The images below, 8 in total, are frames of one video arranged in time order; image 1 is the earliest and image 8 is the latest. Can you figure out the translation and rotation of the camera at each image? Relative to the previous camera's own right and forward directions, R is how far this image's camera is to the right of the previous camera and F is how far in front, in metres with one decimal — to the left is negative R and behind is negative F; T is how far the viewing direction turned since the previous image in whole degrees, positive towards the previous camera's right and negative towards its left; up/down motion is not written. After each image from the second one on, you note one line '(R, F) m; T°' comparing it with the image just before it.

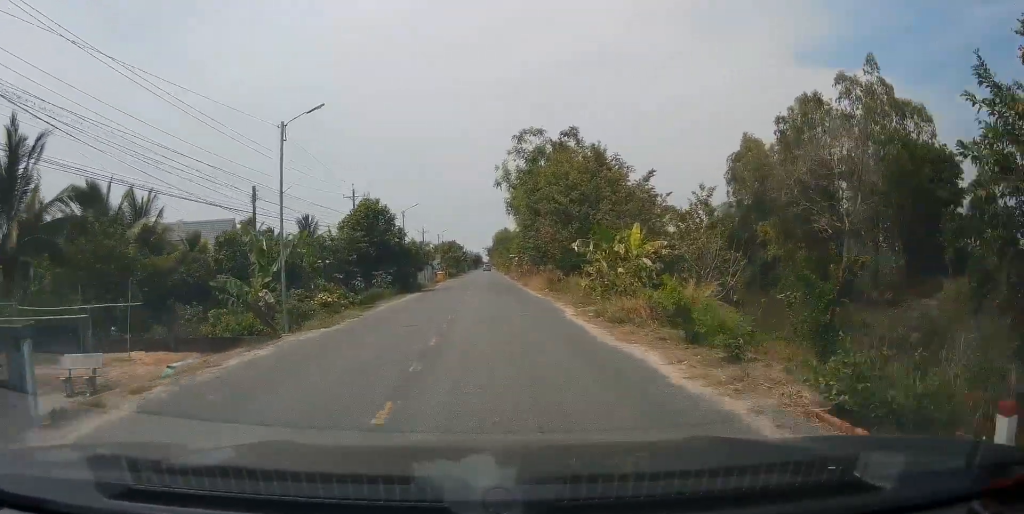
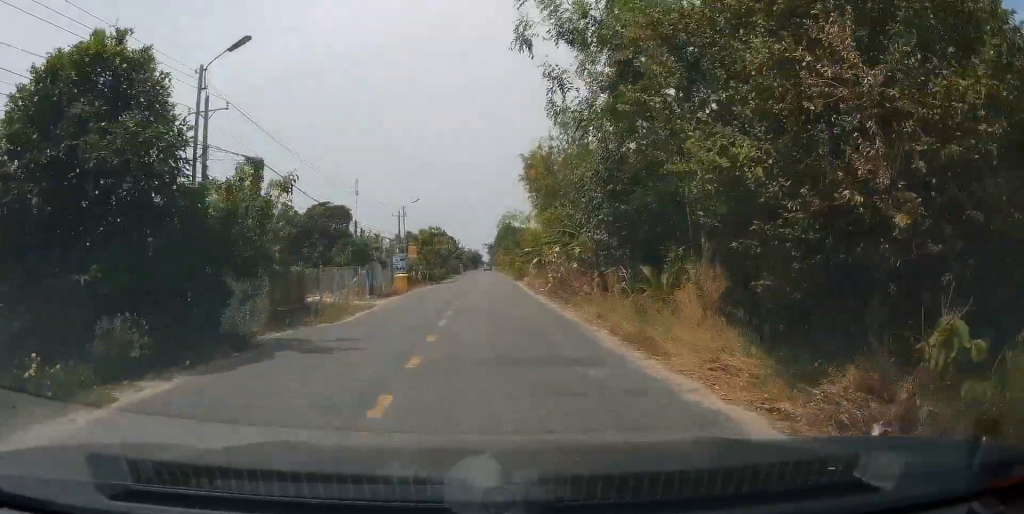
(-0.4, +33.1) m; -1°
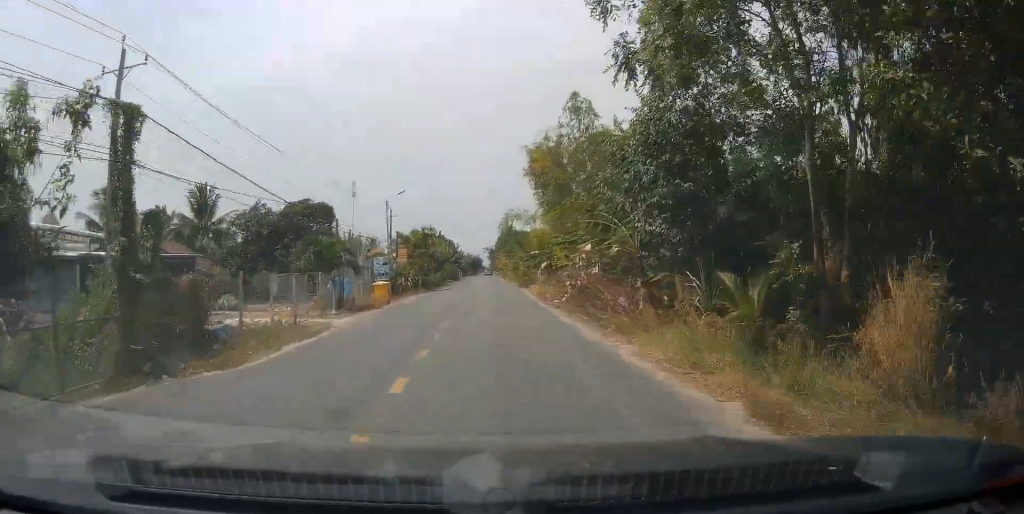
(0.0, +7.3) m; 0°
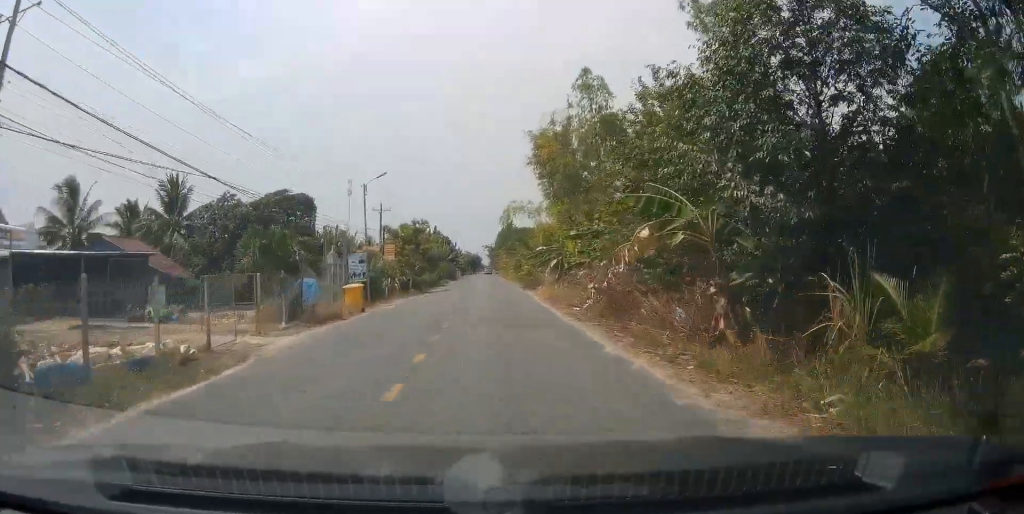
(0.0, +6.8) m; +1°
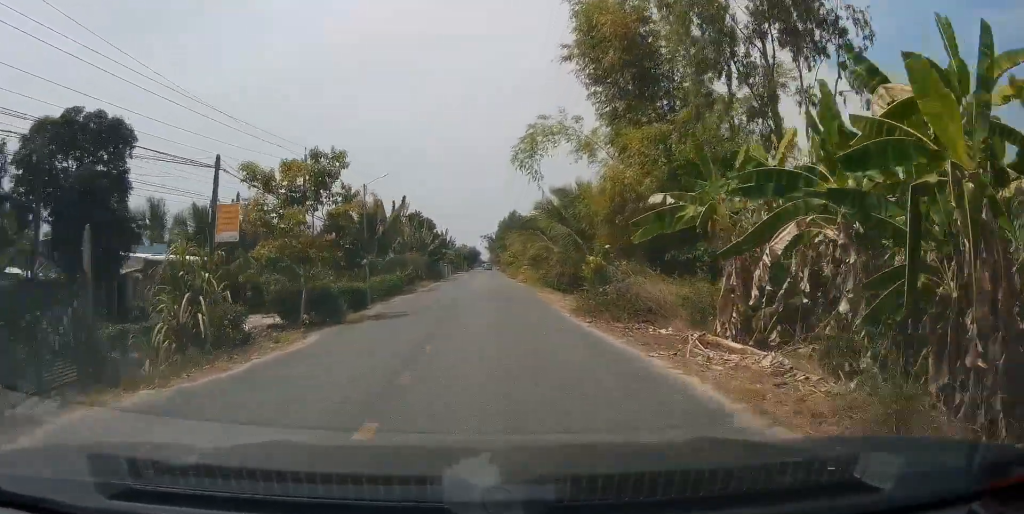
(+0.1, +29.2) m; -1°
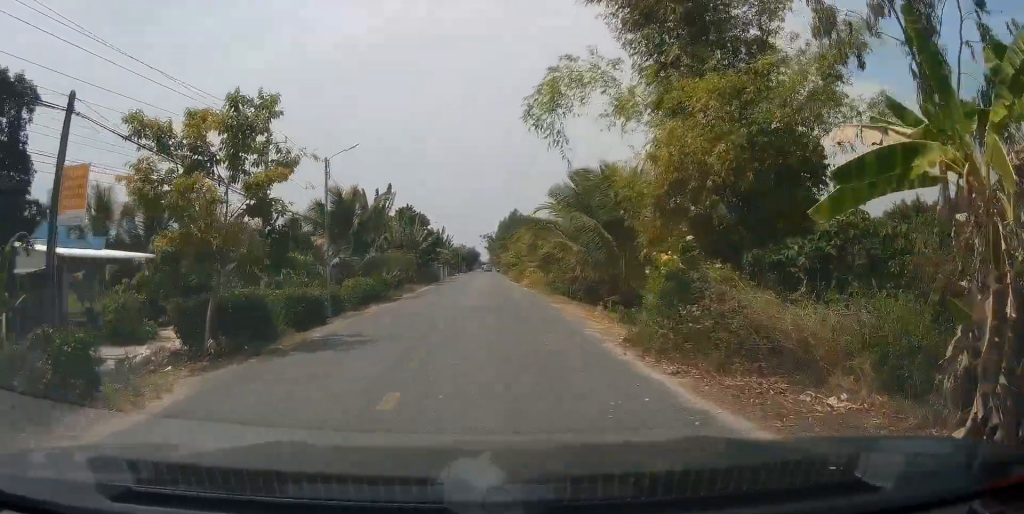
(-0.3, +7.4) m; -1°
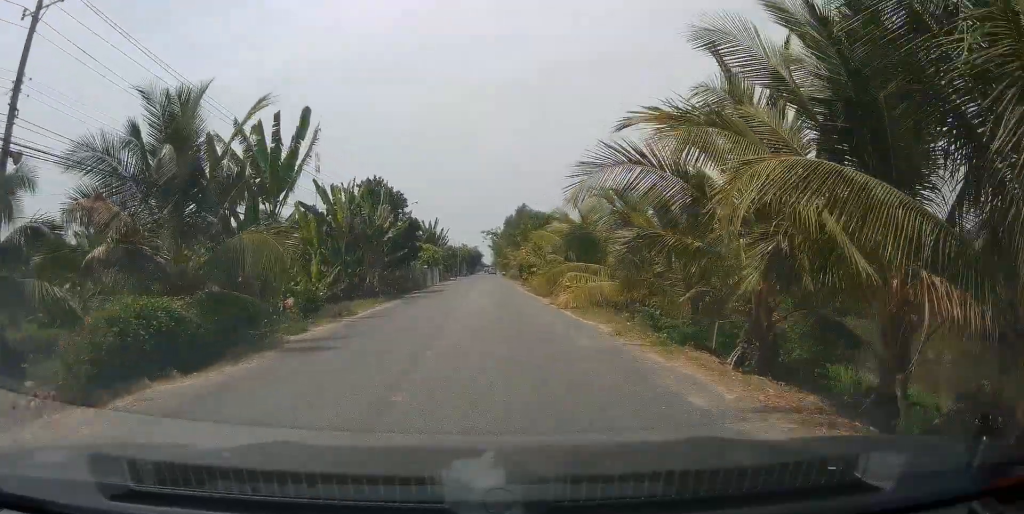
(+0.3, +20.9) m; +1°
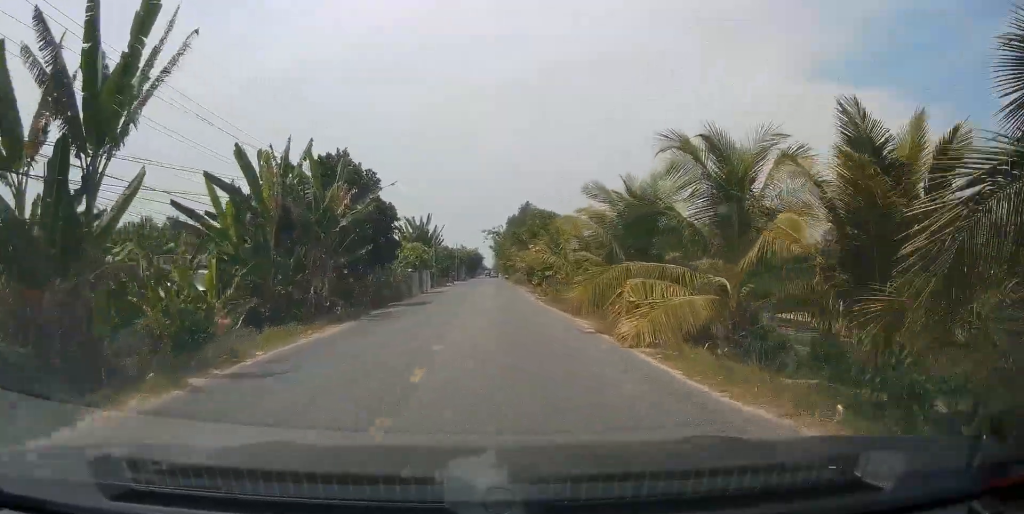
(0.0, +10.8) m; 0°
